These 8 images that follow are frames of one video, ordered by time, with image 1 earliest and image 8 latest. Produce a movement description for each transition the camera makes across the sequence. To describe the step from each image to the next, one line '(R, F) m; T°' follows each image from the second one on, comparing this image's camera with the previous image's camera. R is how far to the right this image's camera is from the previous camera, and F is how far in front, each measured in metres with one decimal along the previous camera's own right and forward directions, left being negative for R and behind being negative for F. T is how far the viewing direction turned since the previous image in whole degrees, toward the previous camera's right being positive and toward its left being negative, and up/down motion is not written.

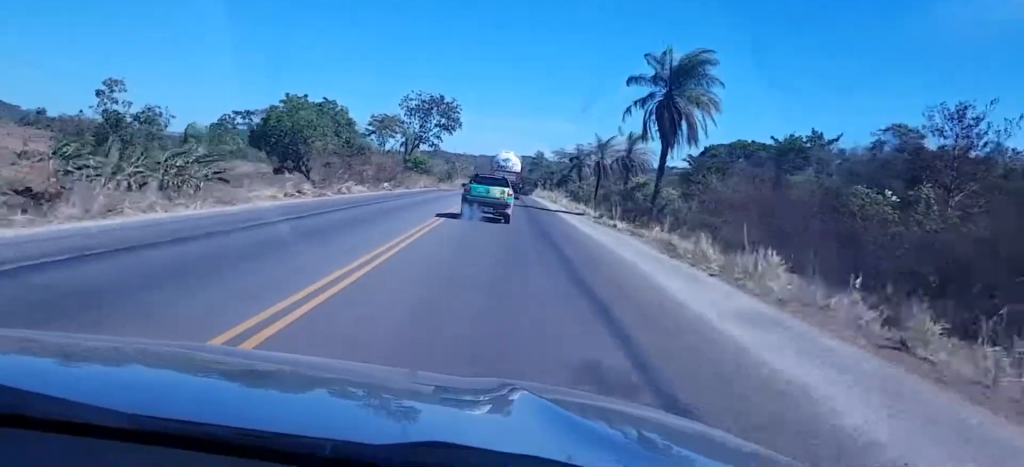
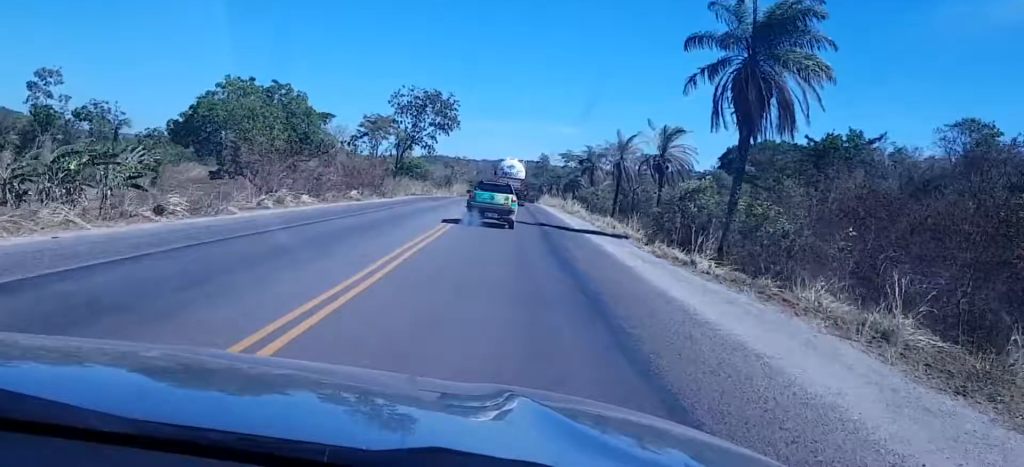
(+0.1, +17.5) m; 0°
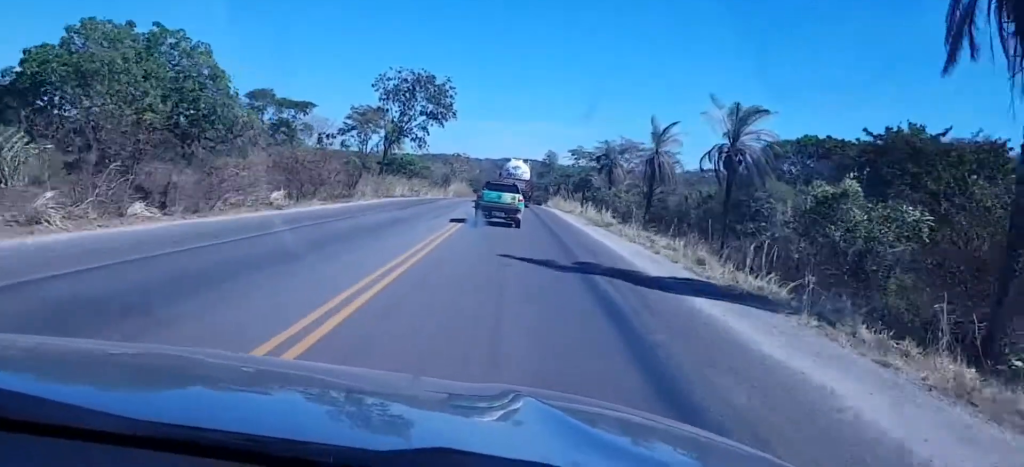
(-0.1, +18.7) m; 0°
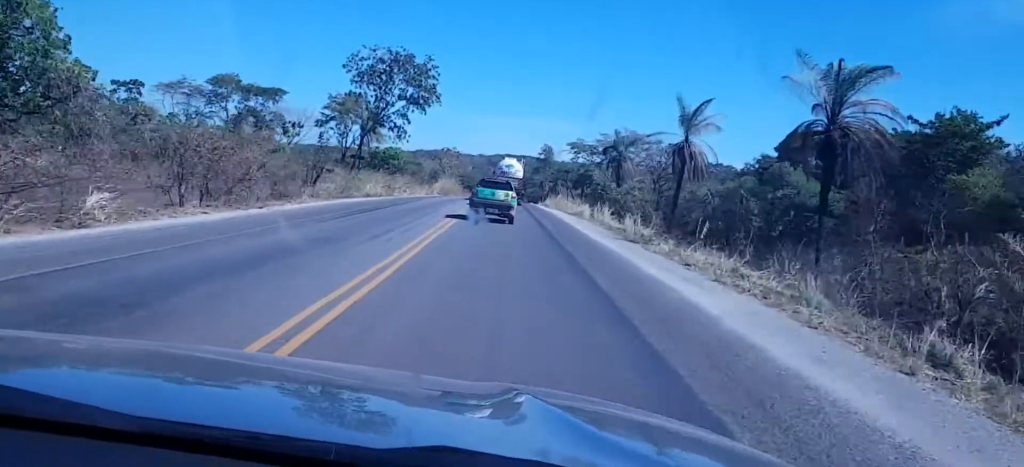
(-0.1, +15.0) m; +1°
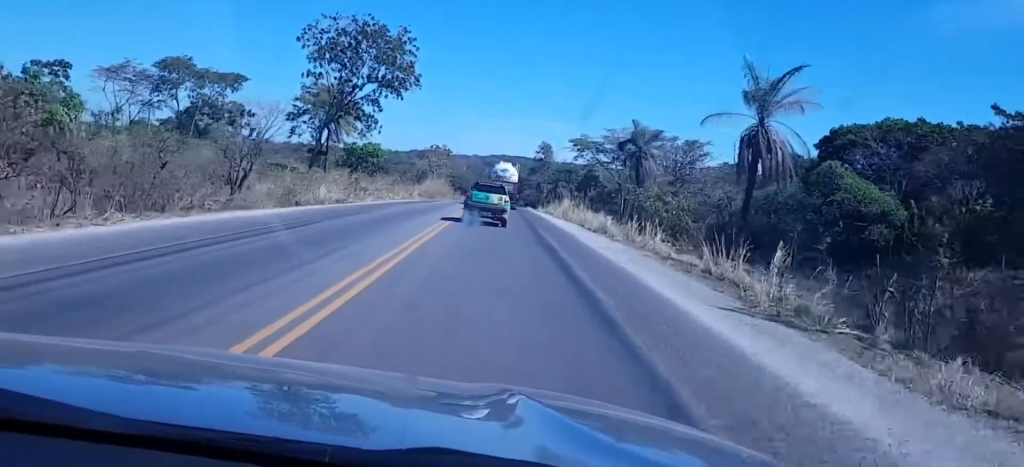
(+0.4, +18.7) m; 0°
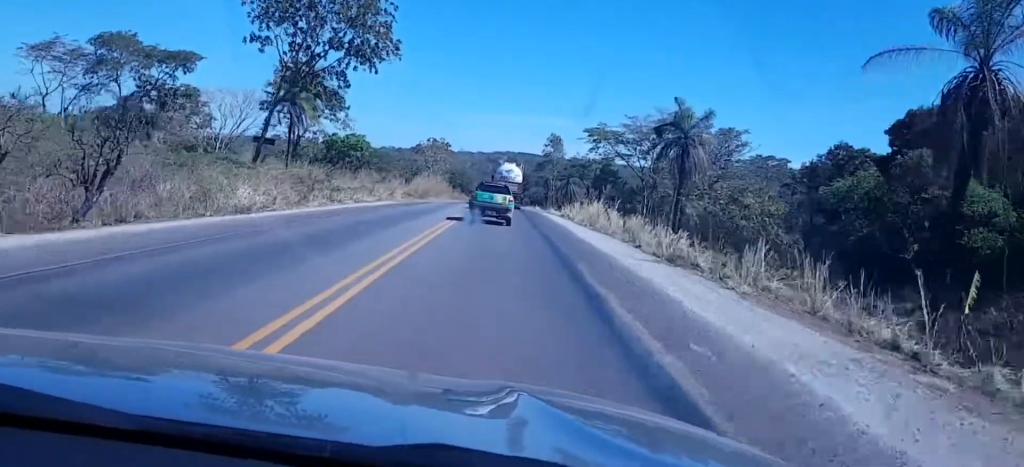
(-0.3, +19.1) m; 0°
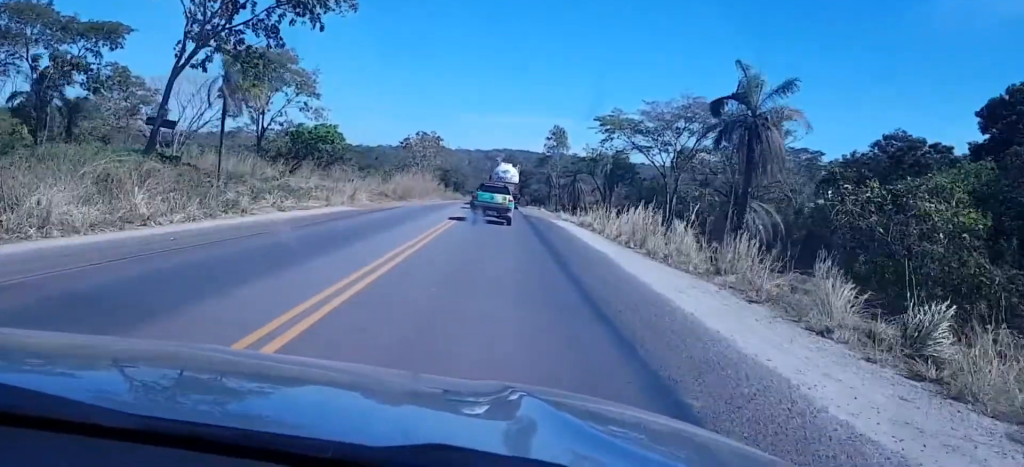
(+0.3, +18.0) m; 0°
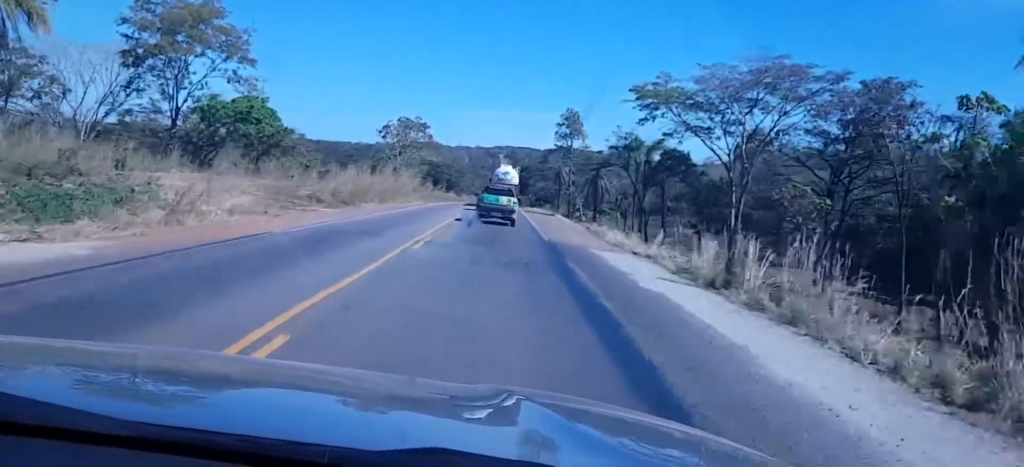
(-1.2, +28.8) m; -3°
